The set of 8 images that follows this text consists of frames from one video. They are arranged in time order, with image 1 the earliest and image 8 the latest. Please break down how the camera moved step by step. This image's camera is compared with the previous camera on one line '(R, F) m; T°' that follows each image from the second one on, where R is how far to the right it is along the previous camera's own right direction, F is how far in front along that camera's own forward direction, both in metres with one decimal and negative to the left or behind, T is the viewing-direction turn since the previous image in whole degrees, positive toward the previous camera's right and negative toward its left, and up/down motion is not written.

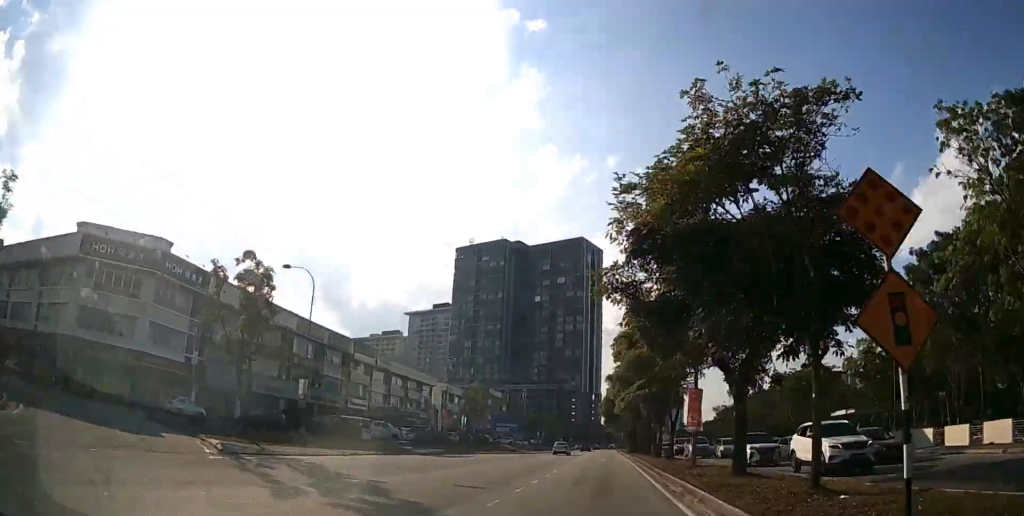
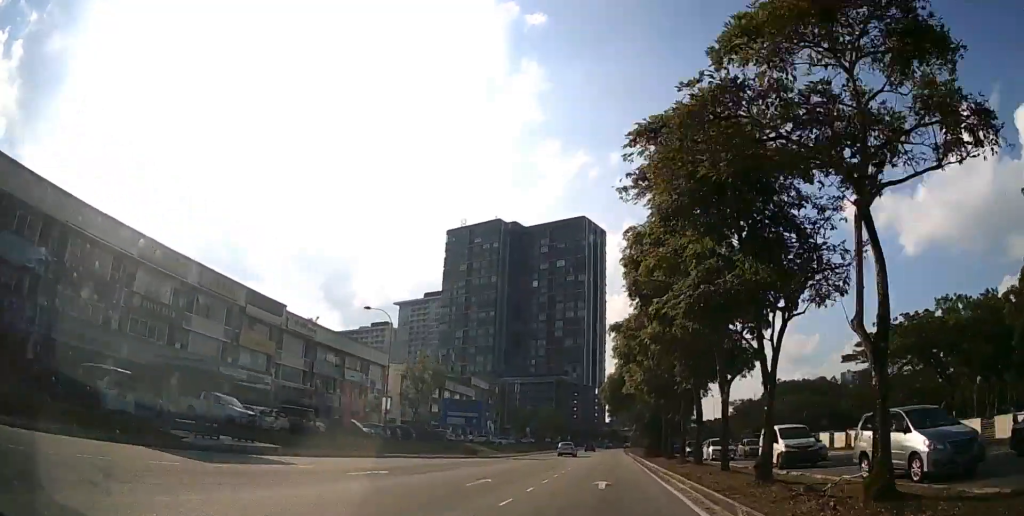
(-0.1, +25.2) m; -1°
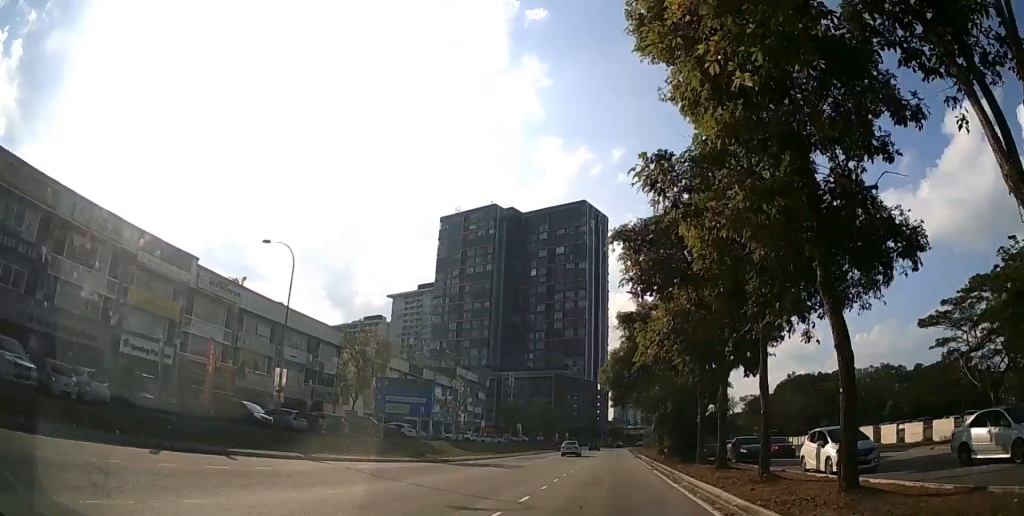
(0.0, +14.7) m; 0°
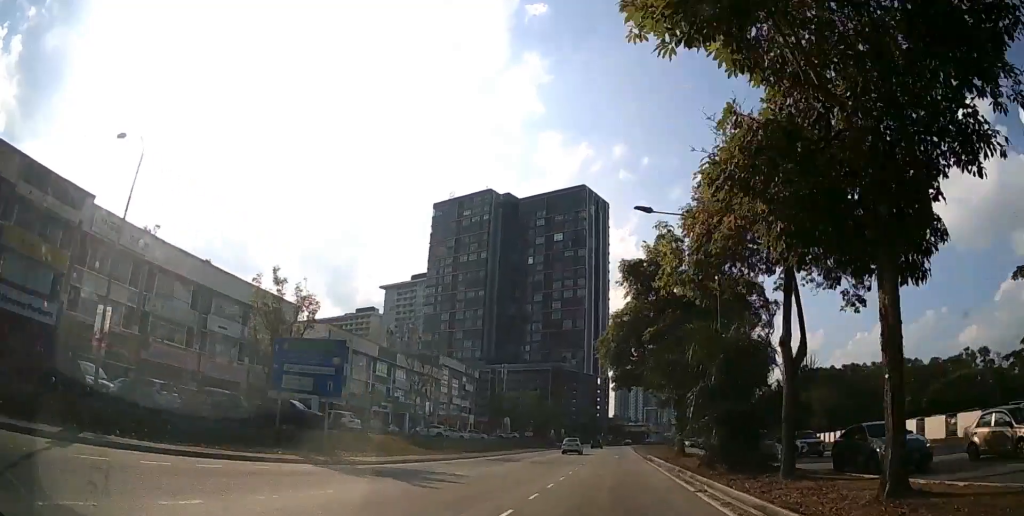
(-0.1, +12.6) m; 0°
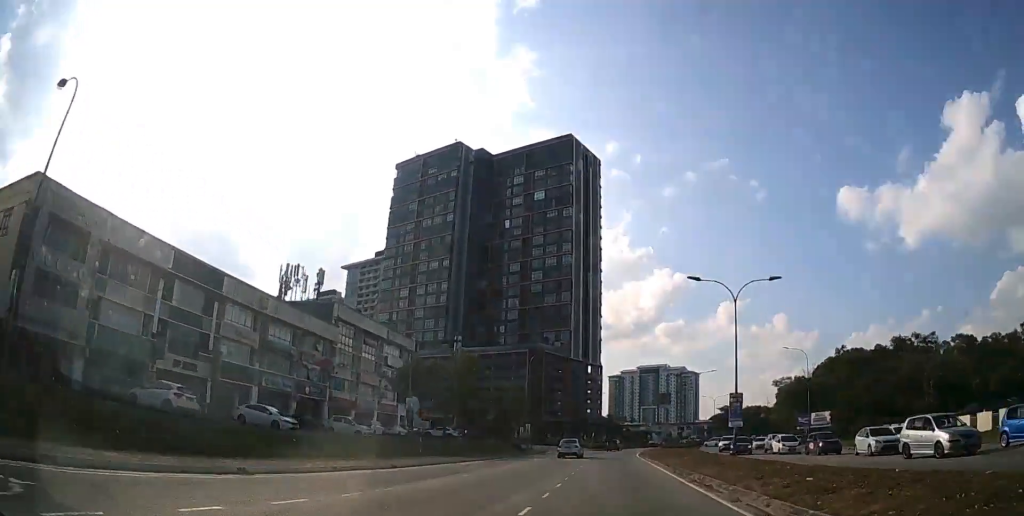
(+0.1, +41.3) m; 0°
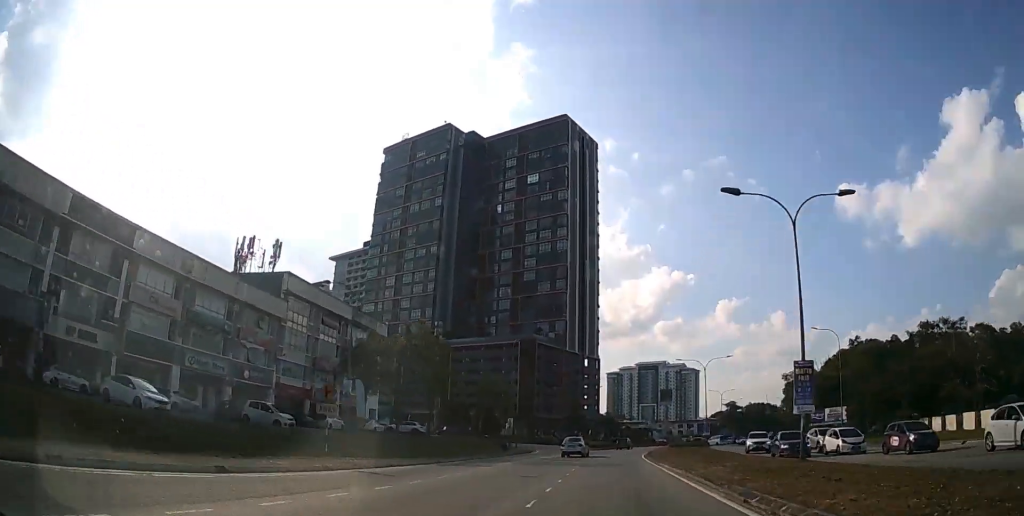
(0.0, +10.9) m; 0°
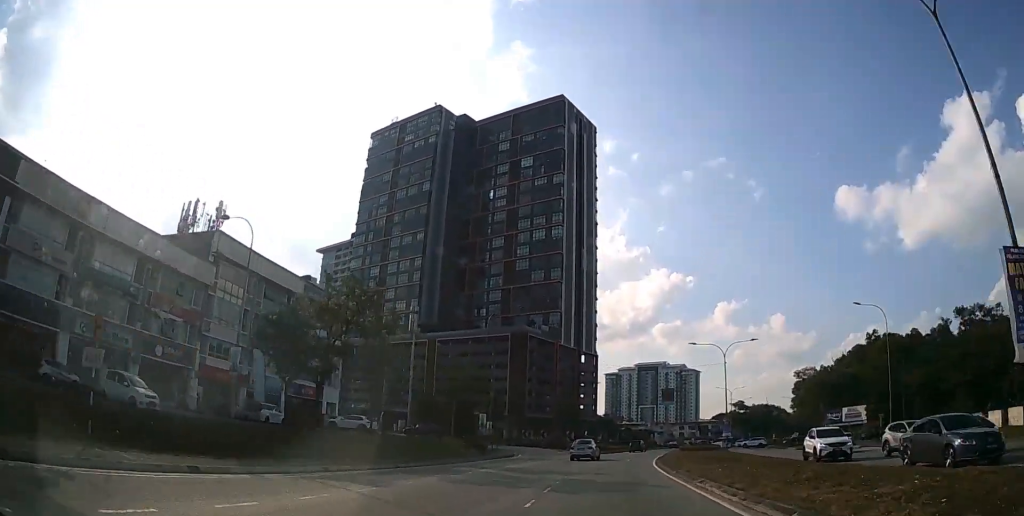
(0.0, +12.0) m; 0°
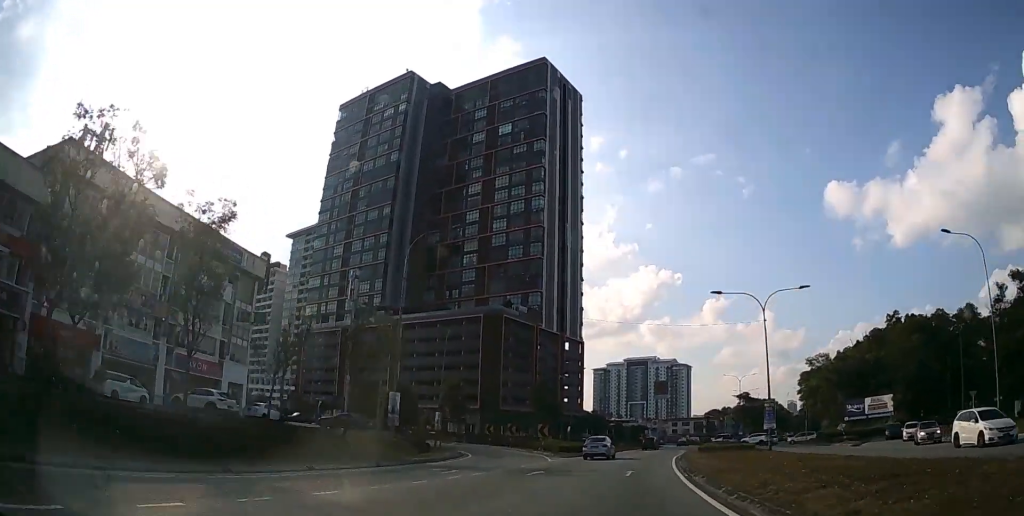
(+0.1, +17.5) m; +1°
